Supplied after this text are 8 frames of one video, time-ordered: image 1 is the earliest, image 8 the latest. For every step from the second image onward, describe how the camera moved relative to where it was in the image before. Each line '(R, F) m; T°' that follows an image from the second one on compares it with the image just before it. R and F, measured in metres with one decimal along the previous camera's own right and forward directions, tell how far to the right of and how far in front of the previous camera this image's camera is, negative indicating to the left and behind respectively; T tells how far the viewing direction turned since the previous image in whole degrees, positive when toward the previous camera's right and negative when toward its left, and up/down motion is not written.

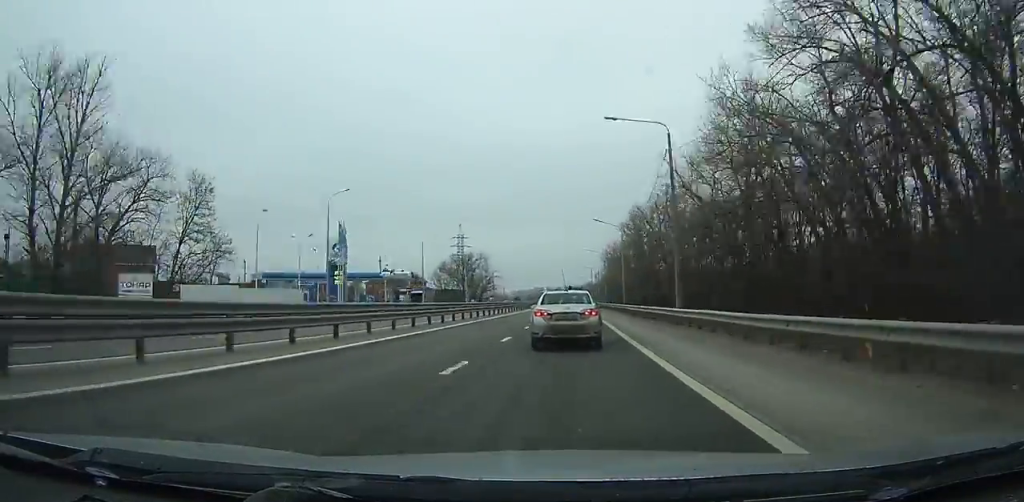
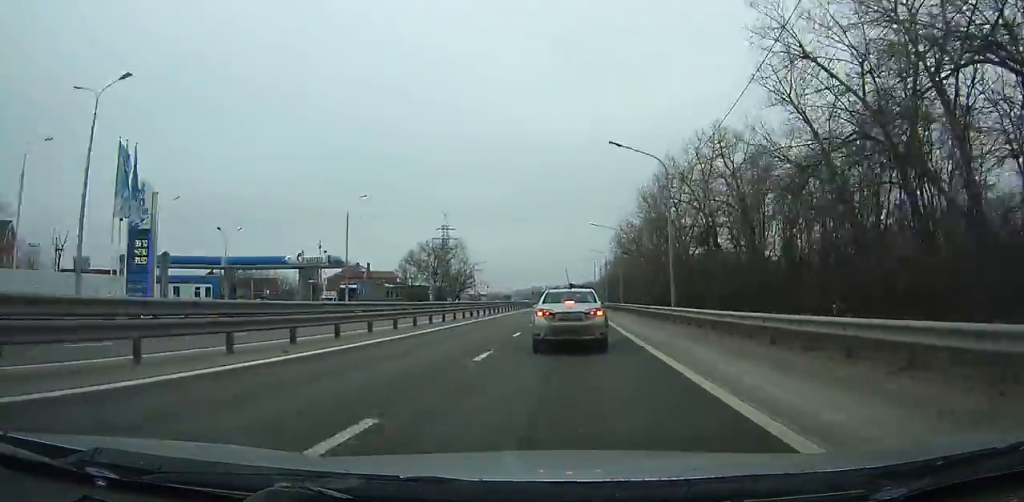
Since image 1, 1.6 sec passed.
(-0.1, +26.8) m; 0°
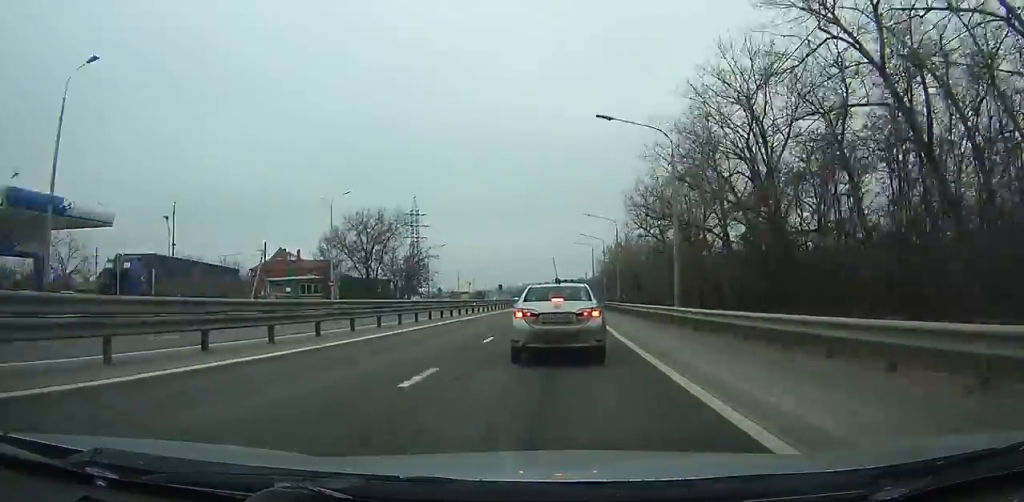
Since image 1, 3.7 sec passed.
(0.0, +30.4) m; 0°
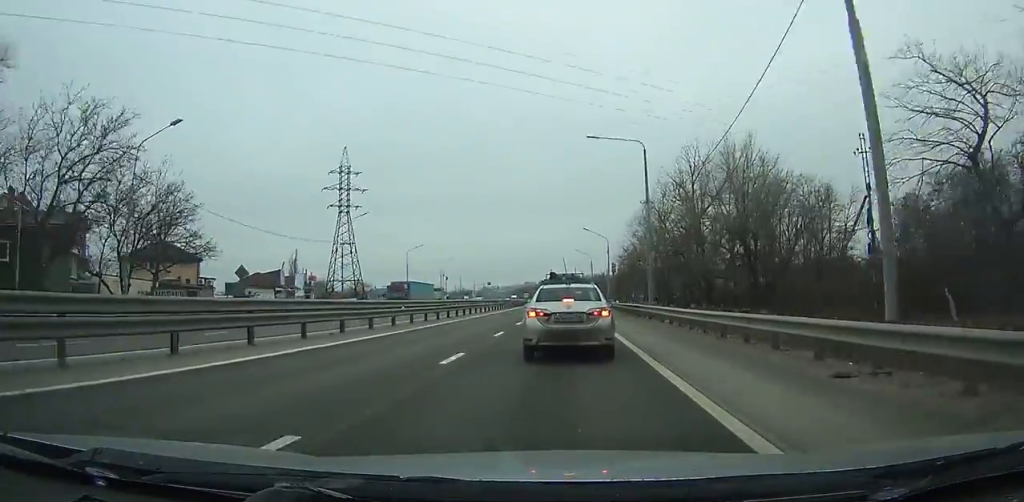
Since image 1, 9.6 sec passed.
(0.0, +64.3) m; 0°
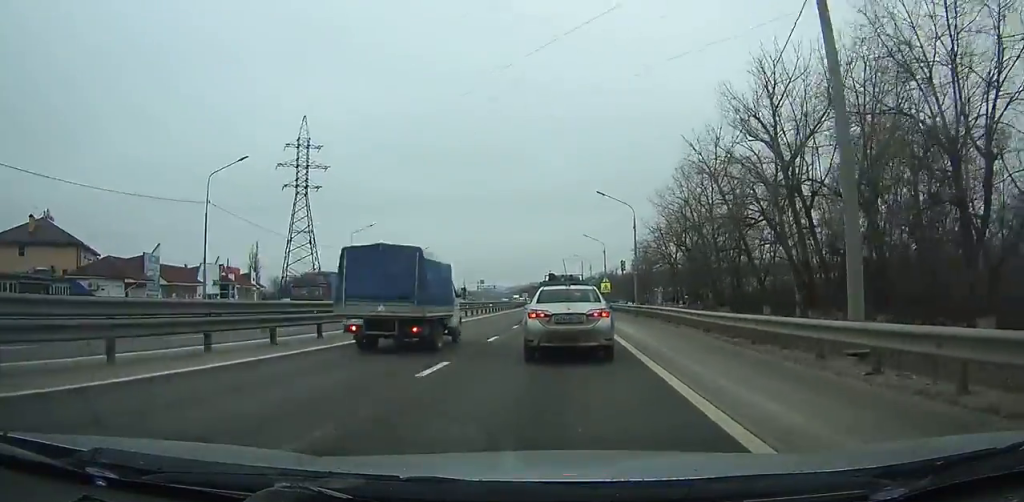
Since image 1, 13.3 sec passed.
(0.0, +25.4) m; 0°
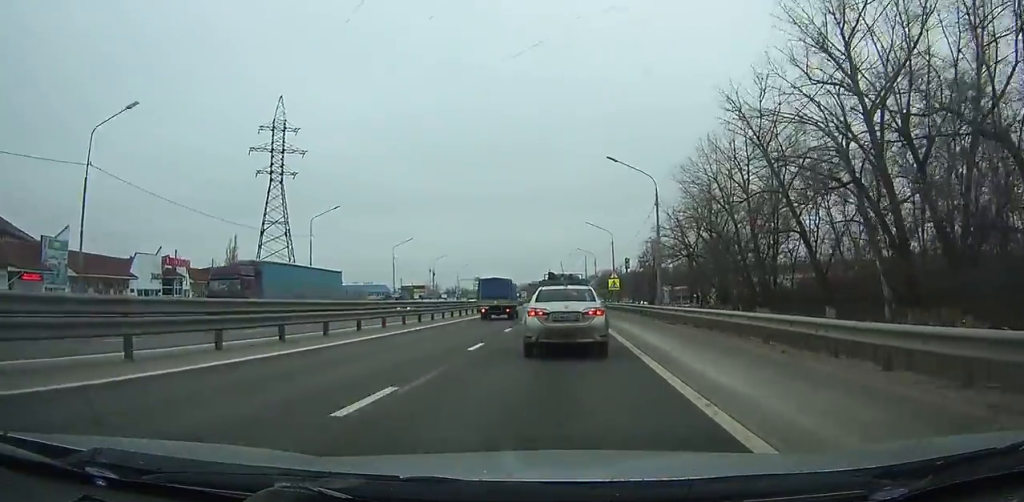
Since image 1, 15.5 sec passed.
(0.0, +11.0) m; +1°
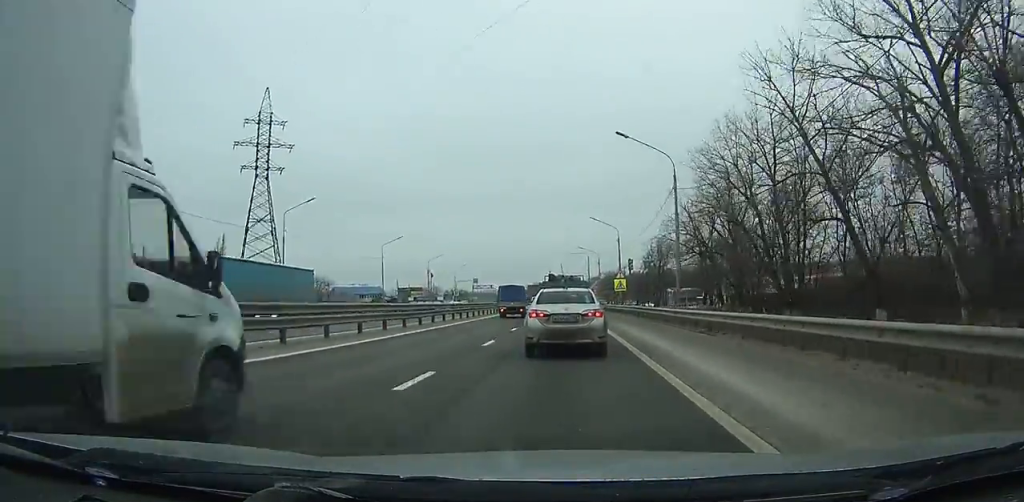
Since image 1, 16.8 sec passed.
(-0.1, +6.0) m; 0°
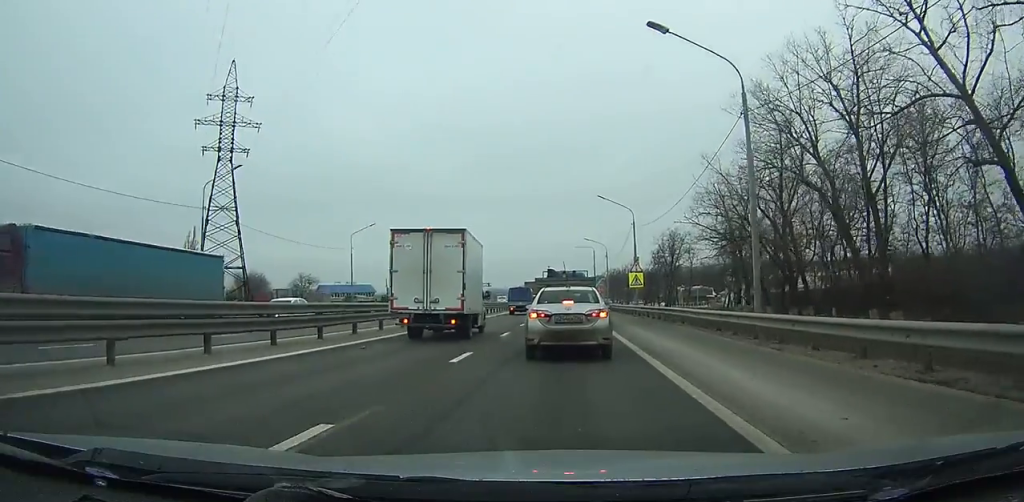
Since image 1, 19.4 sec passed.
(+0.2, +8.8) m; +2°
